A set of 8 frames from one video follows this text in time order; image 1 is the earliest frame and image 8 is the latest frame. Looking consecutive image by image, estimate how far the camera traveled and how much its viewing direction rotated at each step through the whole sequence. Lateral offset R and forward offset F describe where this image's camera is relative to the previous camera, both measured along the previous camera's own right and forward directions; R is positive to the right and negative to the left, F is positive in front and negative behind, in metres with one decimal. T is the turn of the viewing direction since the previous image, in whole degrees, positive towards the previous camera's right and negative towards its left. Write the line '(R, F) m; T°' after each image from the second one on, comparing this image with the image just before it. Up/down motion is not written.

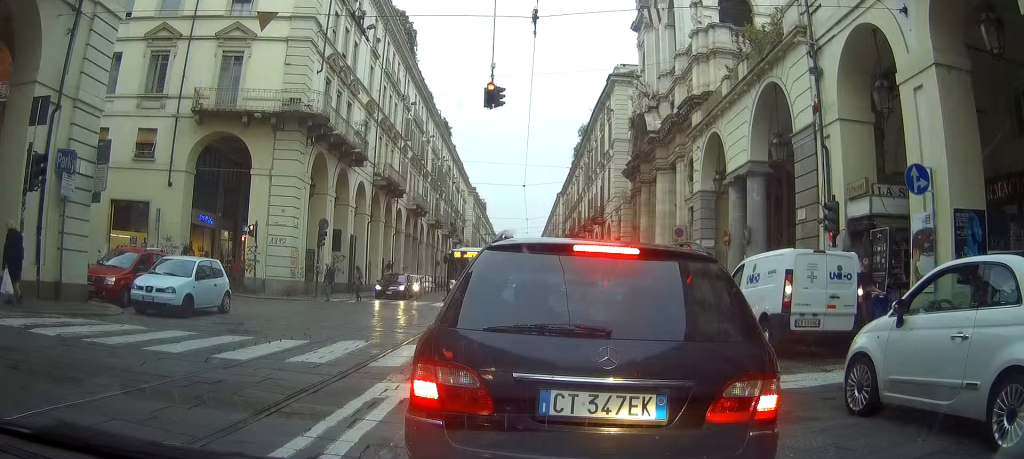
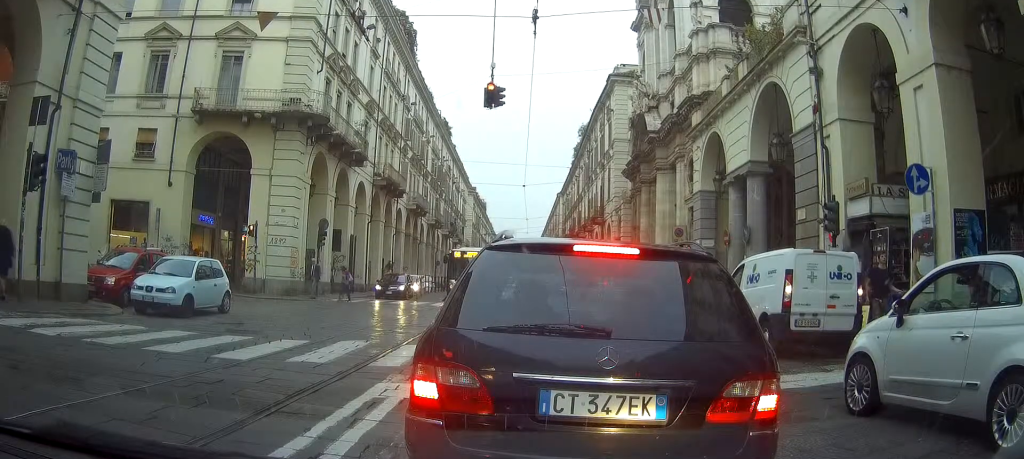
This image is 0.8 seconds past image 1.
(0.0, 0.0) m; 0°
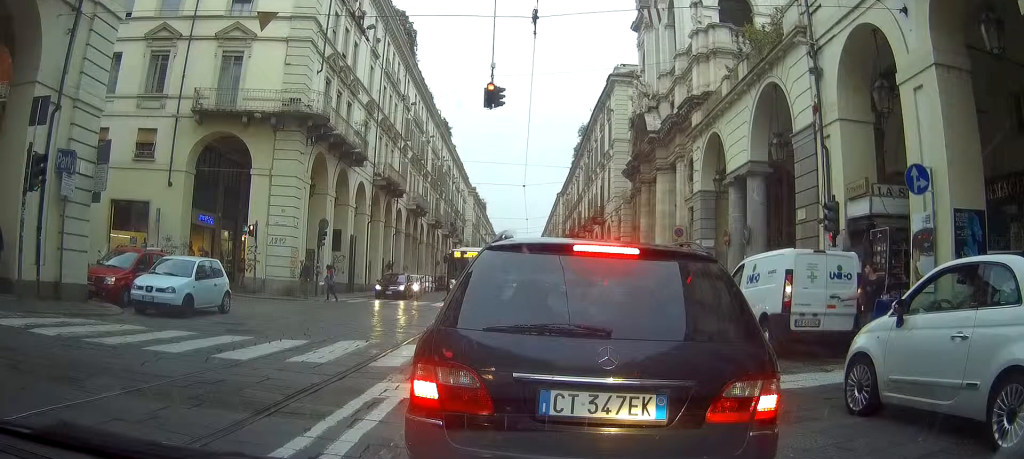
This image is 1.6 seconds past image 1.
(0.0, 0.0) m; 0°
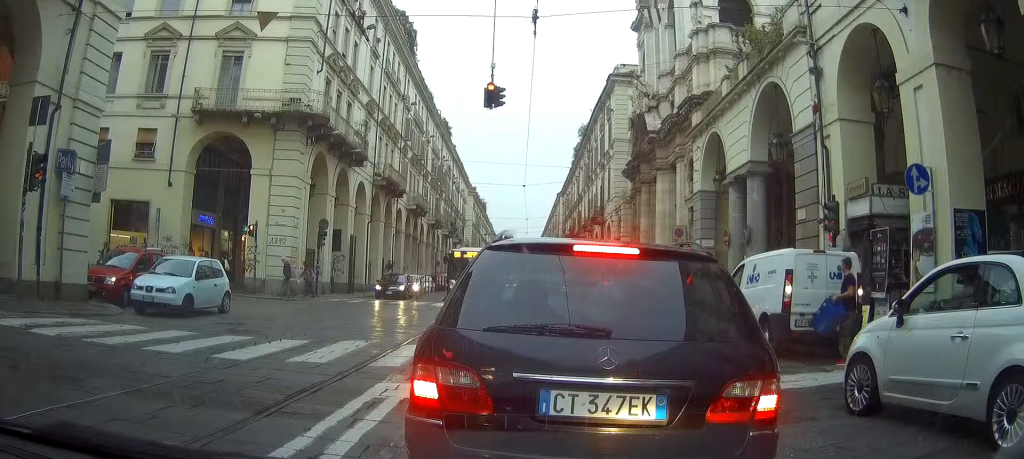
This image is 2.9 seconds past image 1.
(0.0, 0.0) m; 0°
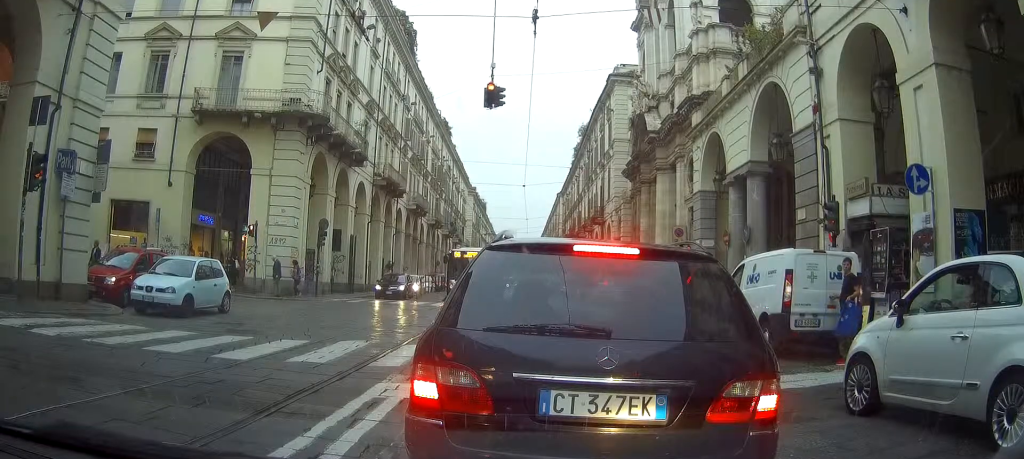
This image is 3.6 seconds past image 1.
(0.0, 0.0) m; 0°
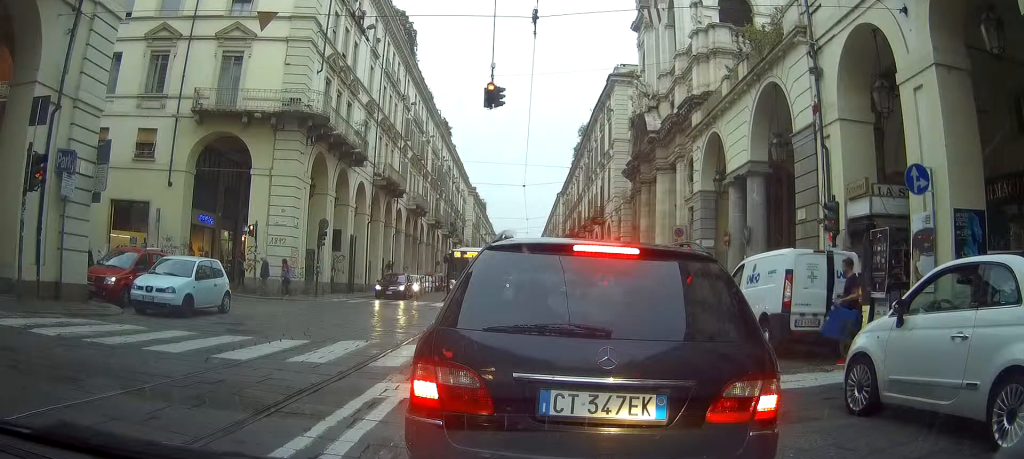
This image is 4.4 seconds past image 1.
(0.0, 0.0) m; 0°
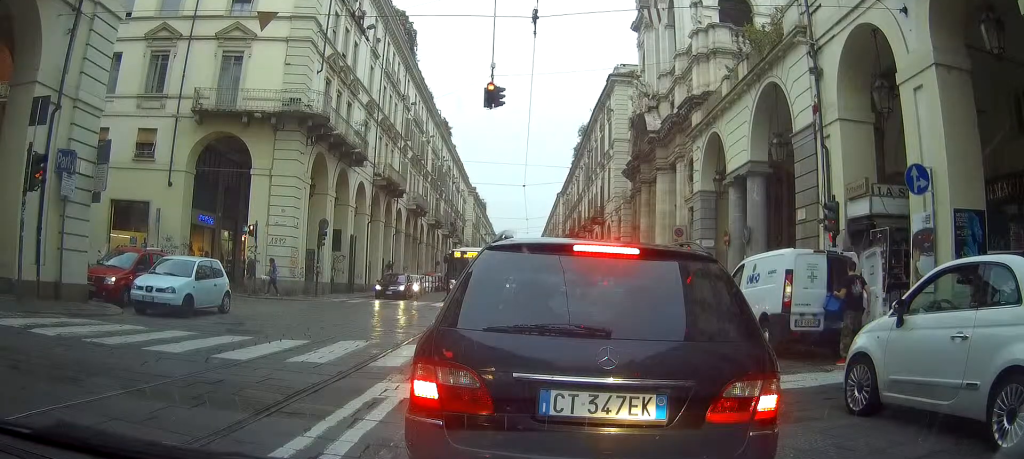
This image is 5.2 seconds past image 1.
(0.0, 0.0) m; 0°
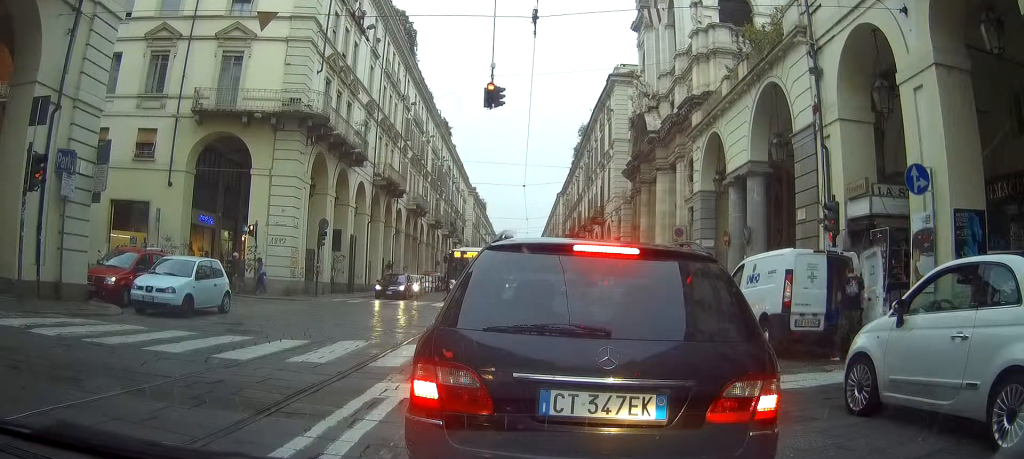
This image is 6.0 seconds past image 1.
(0.0, 0.0) m; 0°
